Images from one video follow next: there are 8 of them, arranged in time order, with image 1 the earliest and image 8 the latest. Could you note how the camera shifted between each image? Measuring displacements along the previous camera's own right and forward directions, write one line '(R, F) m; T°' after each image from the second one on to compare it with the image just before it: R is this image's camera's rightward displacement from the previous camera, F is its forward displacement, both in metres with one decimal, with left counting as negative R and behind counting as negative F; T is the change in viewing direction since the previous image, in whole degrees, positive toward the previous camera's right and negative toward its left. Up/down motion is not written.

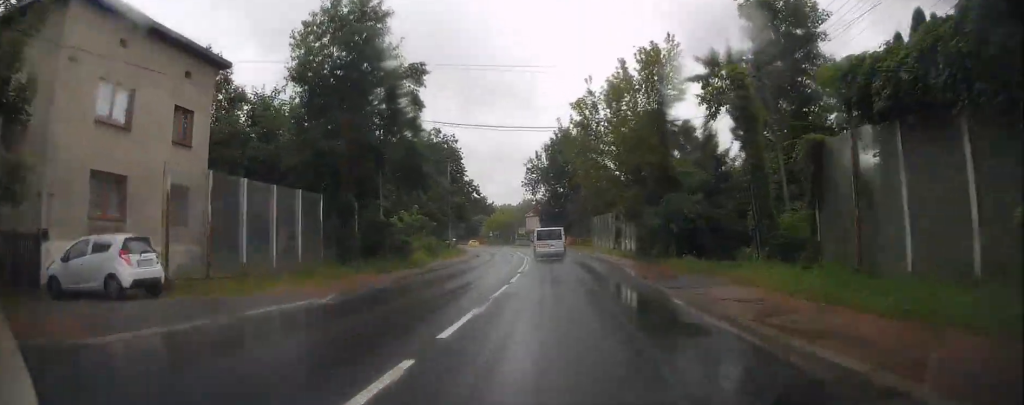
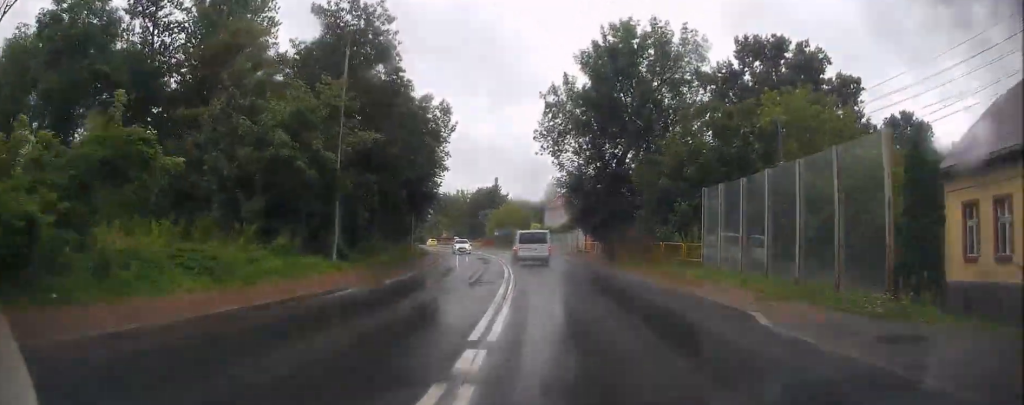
(-1.0, +37.3) m; -4°
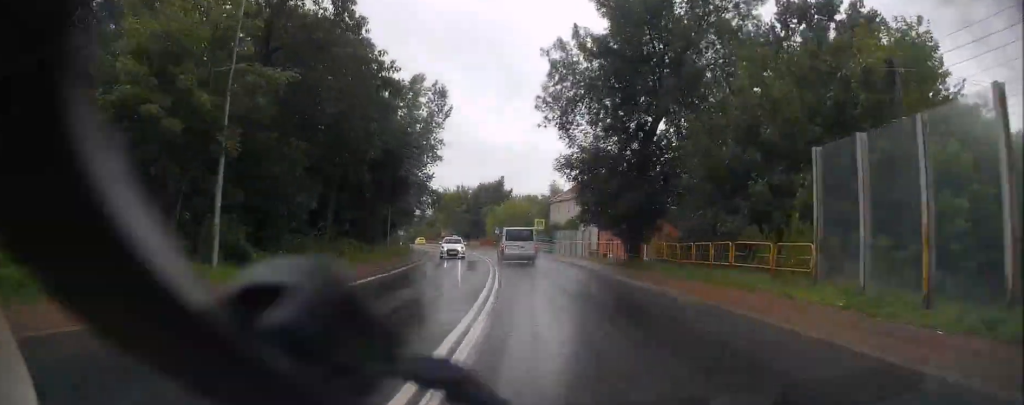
(-0.1, +9.2) m; -1°
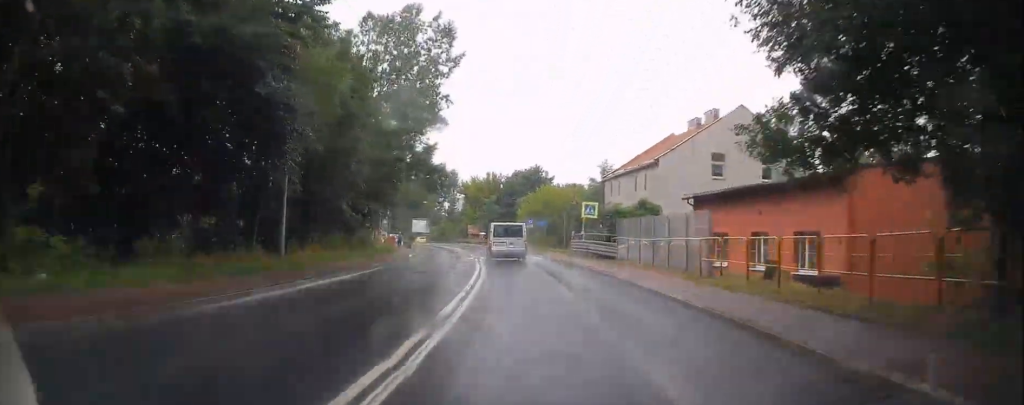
(-0.8, +21.8) m; -4°
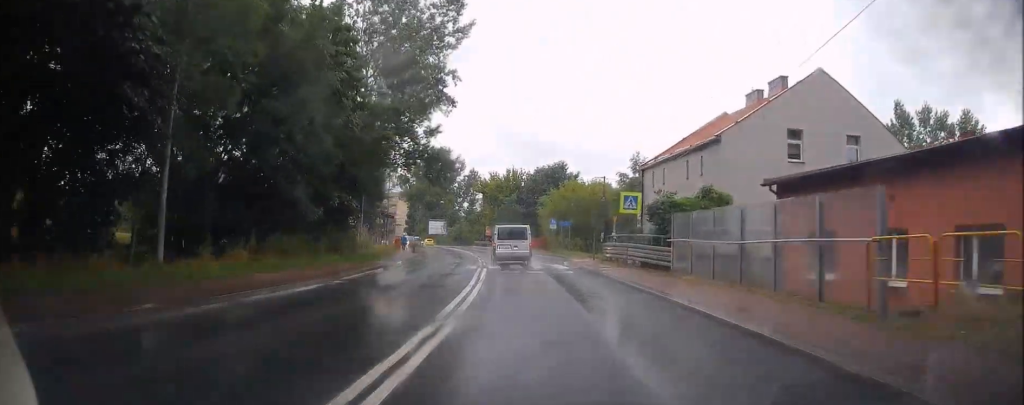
(-0.1, +8.3) m; -2°
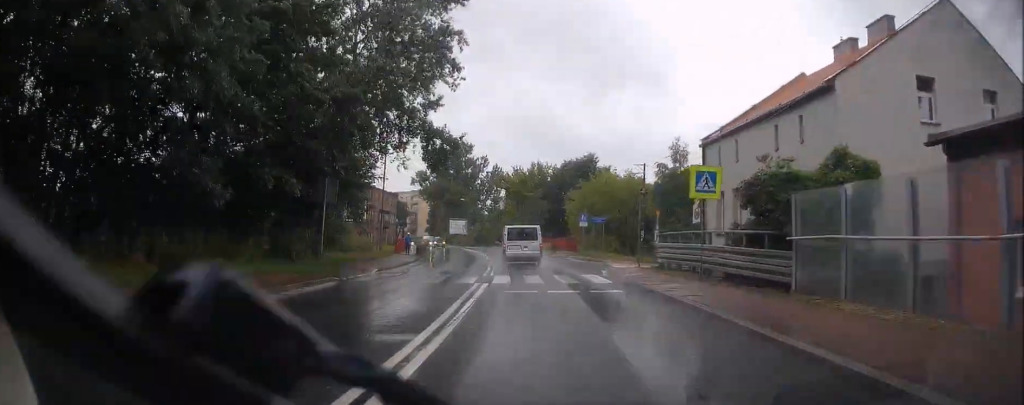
(0.0, +8.7) m; -2°
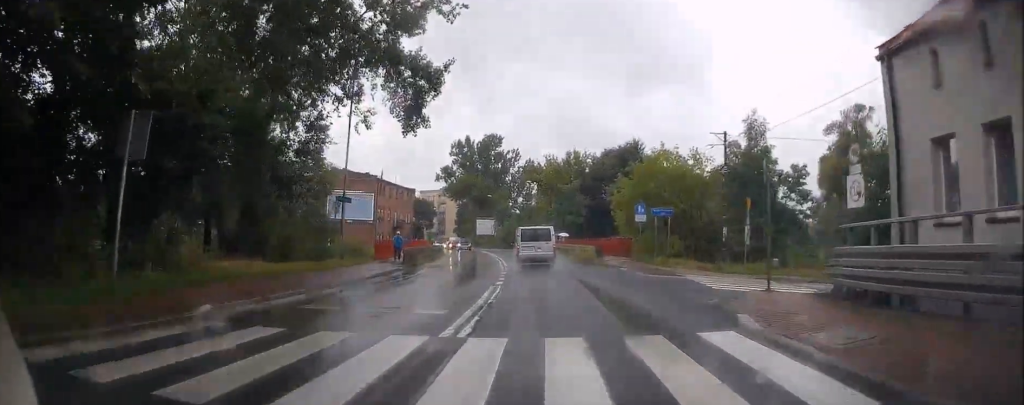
(-0.5, +13.3) m; -3°
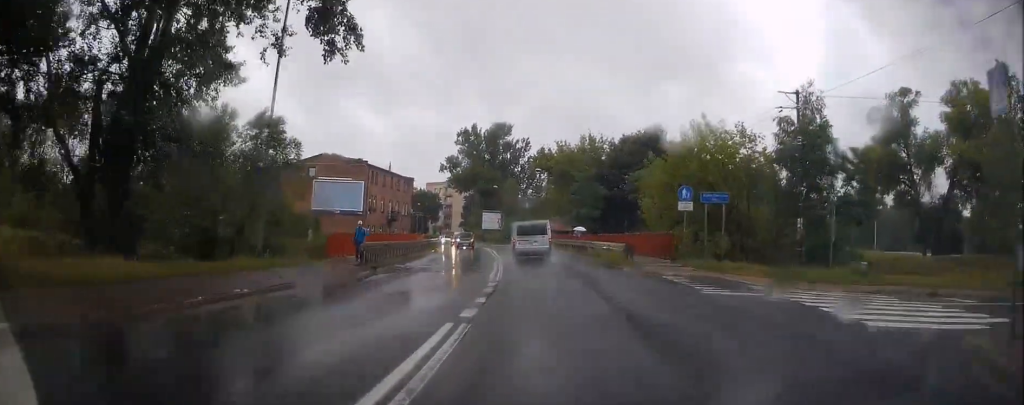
(-0.2, +8.6) m; -2°
